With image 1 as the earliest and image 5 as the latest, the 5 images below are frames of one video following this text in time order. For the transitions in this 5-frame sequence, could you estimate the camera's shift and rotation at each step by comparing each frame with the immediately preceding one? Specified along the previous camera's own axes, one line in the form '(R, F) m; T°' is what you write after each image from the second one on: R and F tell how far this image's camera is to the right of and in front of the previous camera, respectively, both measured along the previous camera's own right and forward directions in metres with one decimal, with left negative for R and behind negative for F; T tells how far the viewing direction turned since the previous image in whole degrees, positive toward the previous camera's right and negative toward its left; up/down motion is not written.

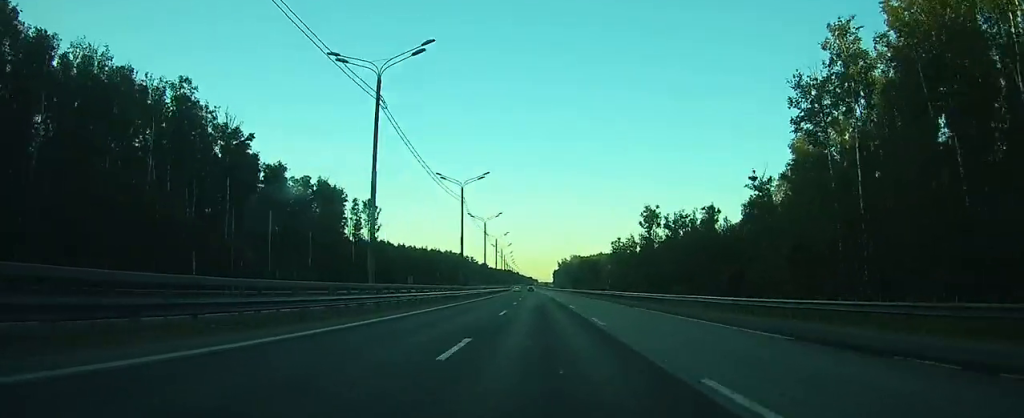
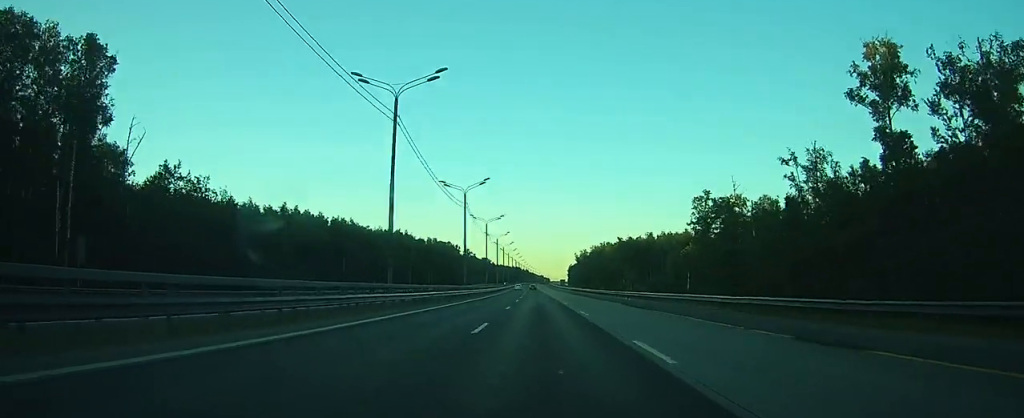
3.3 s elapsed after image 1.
(-1.0, +106.2) m; -1°
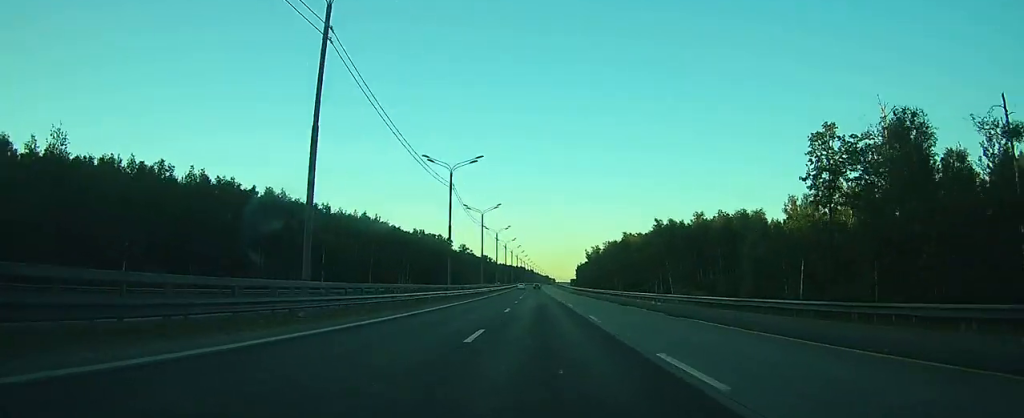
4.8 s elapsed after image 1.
(-0.3, +50.3) m; -1°
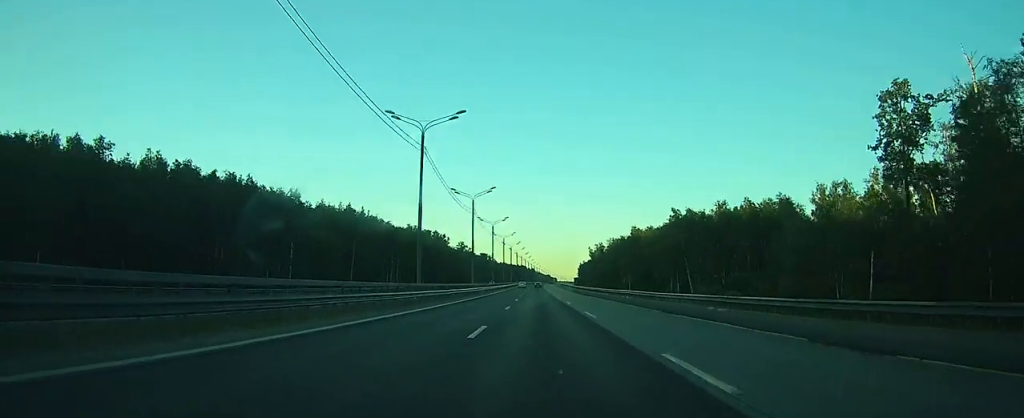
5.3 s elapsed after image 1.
(0.0, +15.4) m; 0°
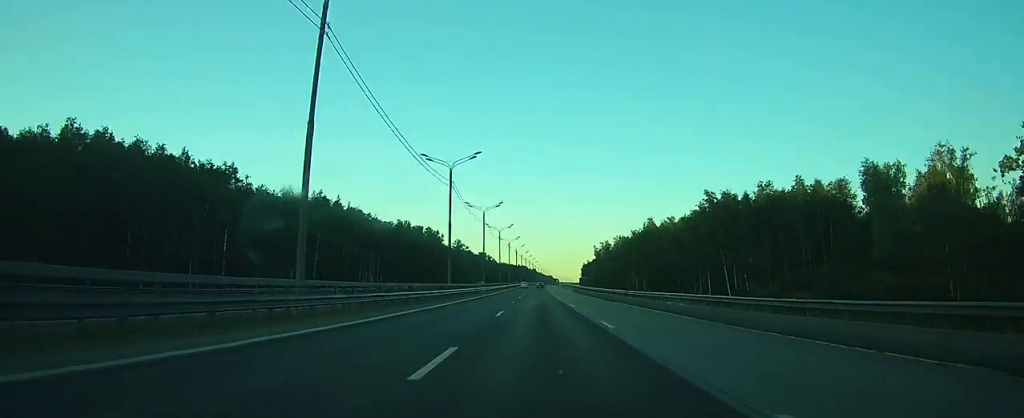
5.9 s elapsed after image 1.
(0.0, +22.0) m; 0°
